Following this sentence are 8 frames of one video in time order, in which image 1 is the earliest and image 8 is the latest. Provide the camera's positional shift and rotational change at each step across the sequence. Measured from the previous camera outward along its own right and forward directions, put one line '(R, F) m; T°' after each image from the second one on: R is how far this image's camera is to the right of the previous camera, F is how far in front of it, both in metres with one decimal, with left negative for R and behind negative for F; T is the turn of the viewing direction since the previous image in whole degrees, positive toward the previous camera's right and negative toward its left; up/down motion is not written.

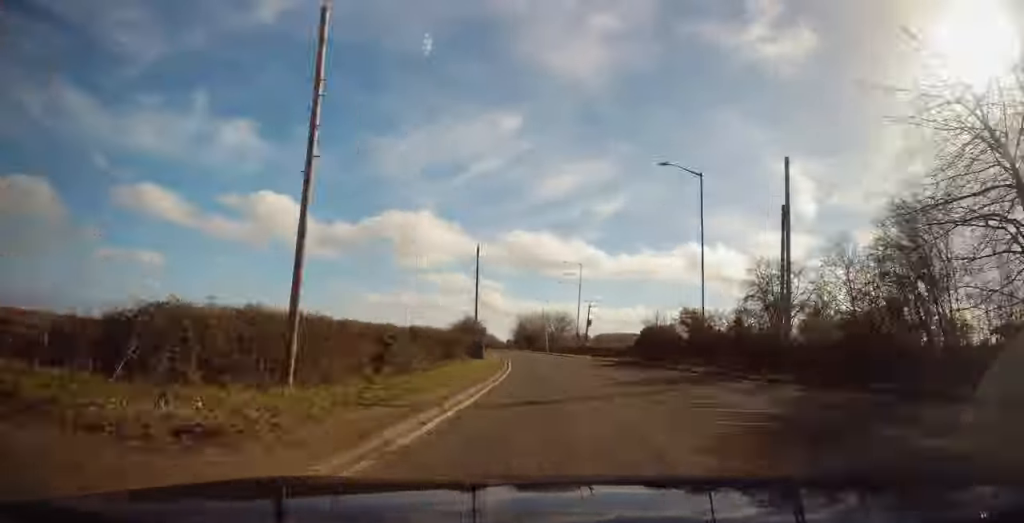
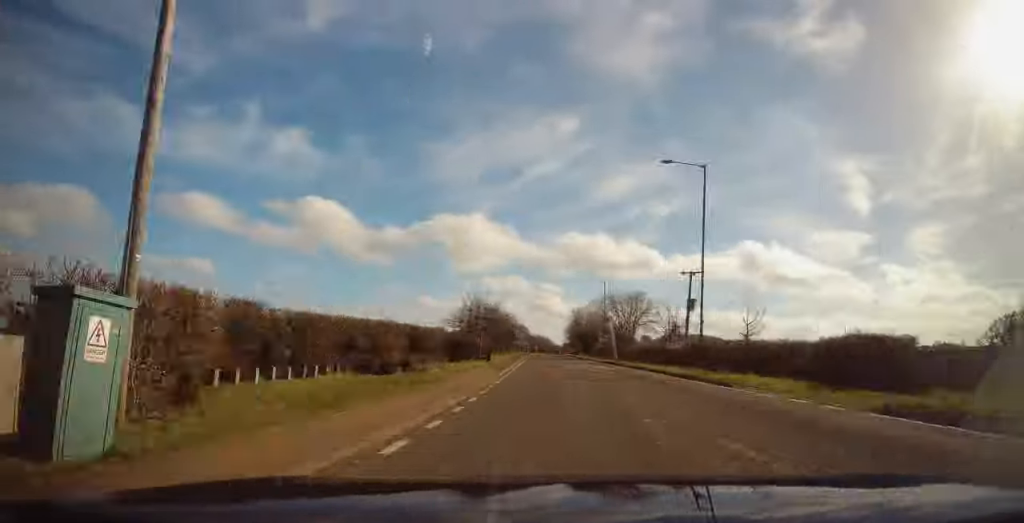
(-3.7, +44.8) m; -2°
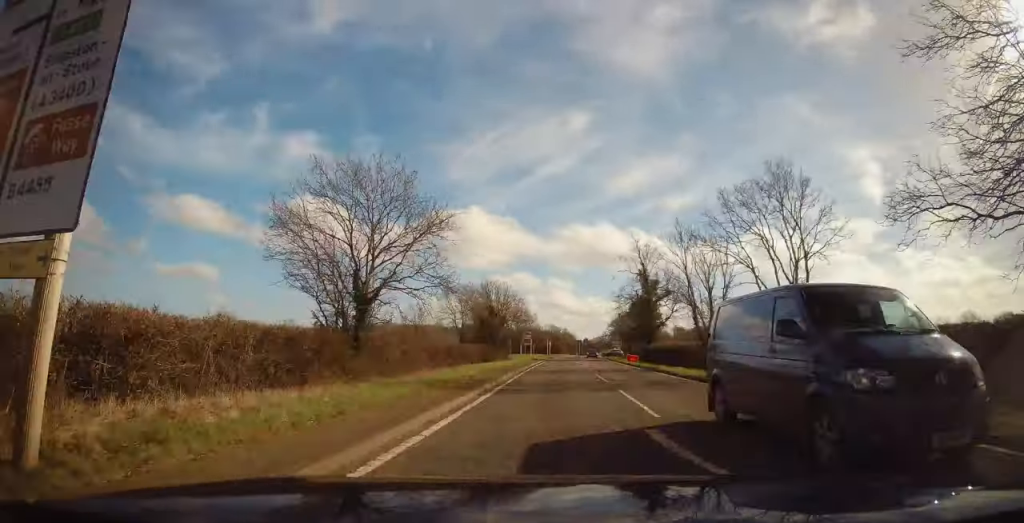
(-3.7, +100.1) m; -1°
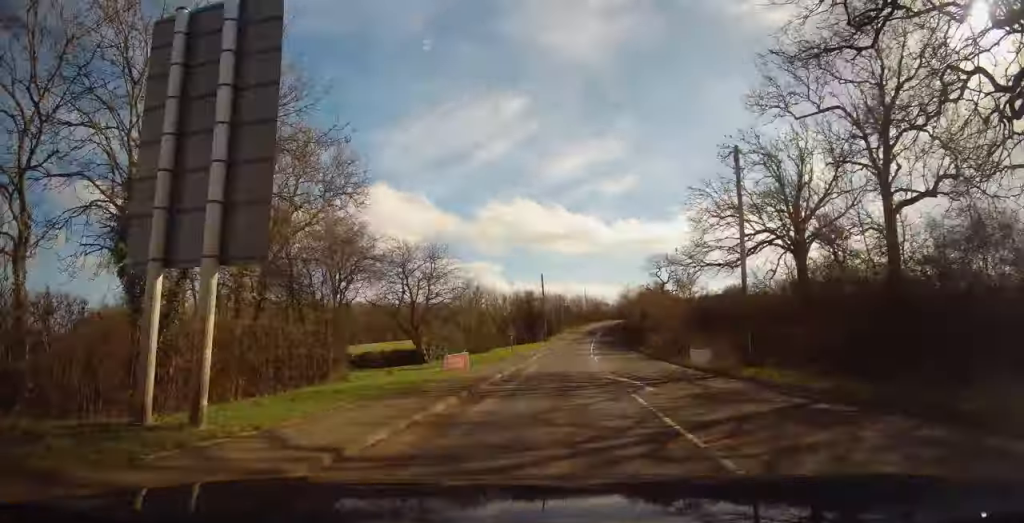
(+7.9, +190.0) m; +8°
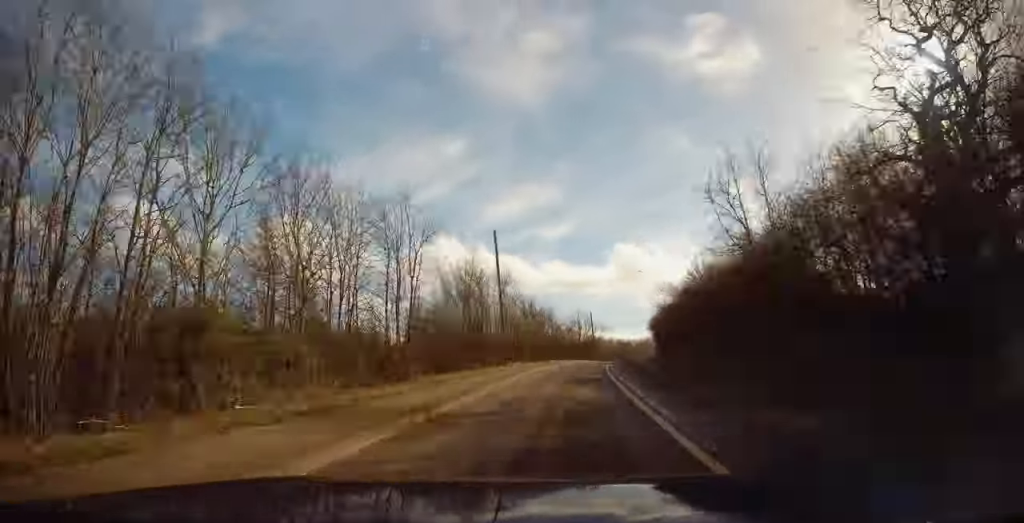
(+7.4, +105.4) m; +8°
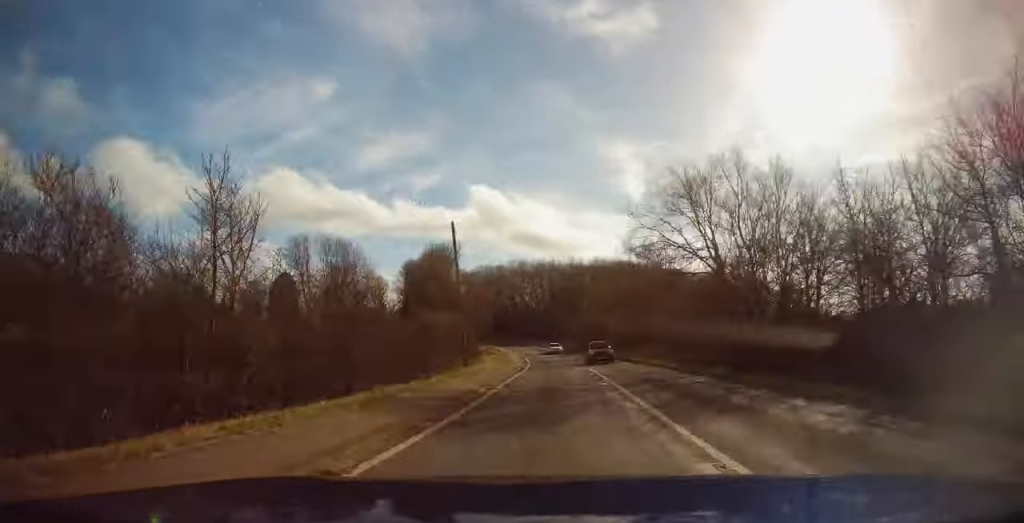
(+17.3, +189.2) m; +2°
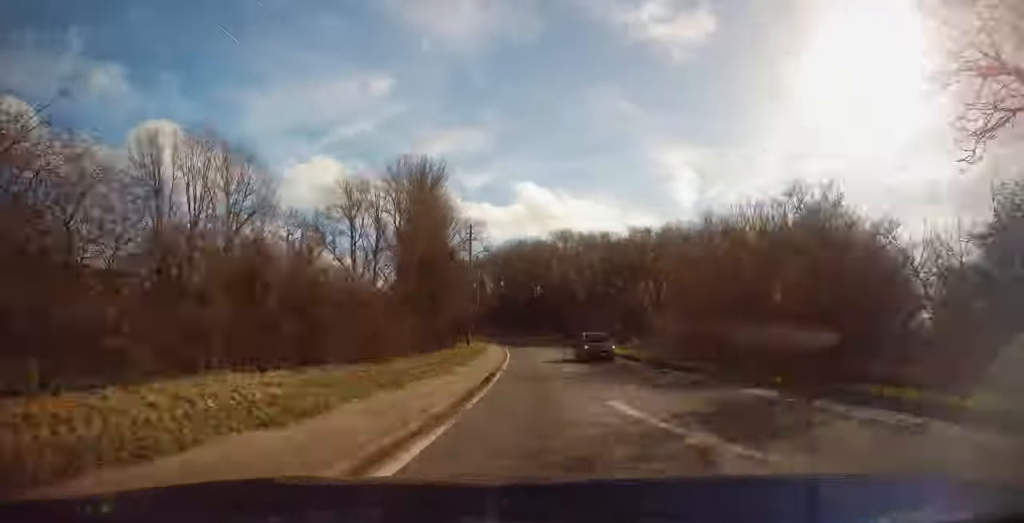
(+0.8, +55.1) m; -4°
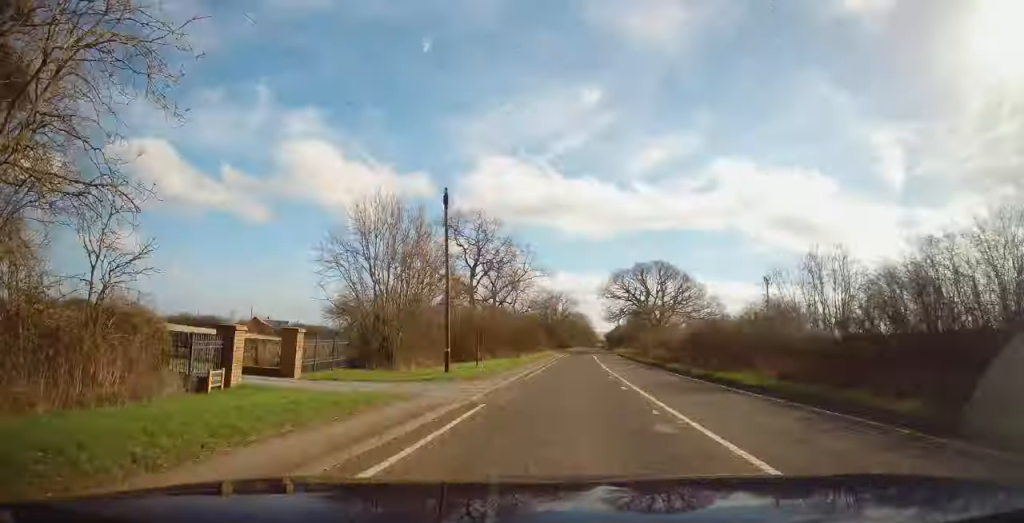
(-55.7, +272.4) m; -16°
